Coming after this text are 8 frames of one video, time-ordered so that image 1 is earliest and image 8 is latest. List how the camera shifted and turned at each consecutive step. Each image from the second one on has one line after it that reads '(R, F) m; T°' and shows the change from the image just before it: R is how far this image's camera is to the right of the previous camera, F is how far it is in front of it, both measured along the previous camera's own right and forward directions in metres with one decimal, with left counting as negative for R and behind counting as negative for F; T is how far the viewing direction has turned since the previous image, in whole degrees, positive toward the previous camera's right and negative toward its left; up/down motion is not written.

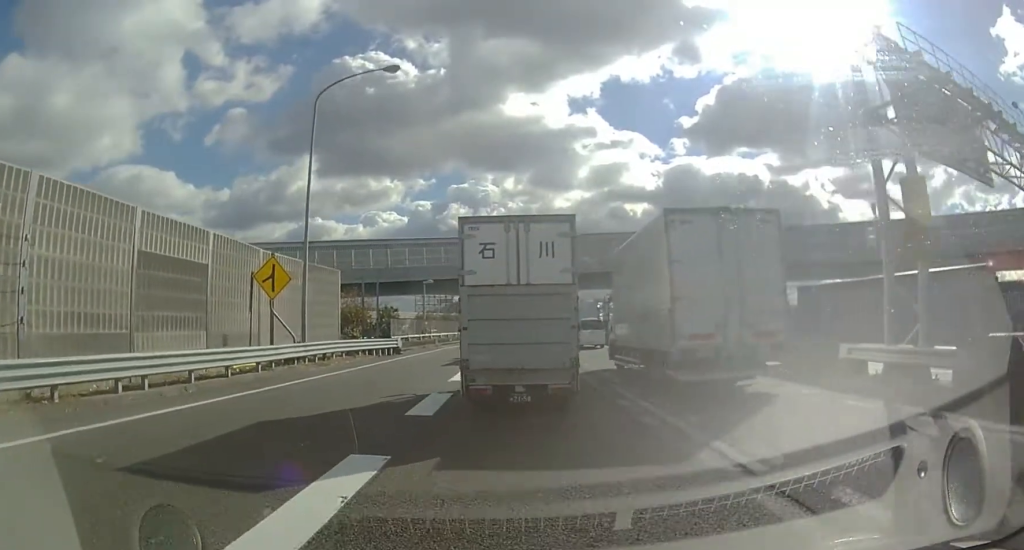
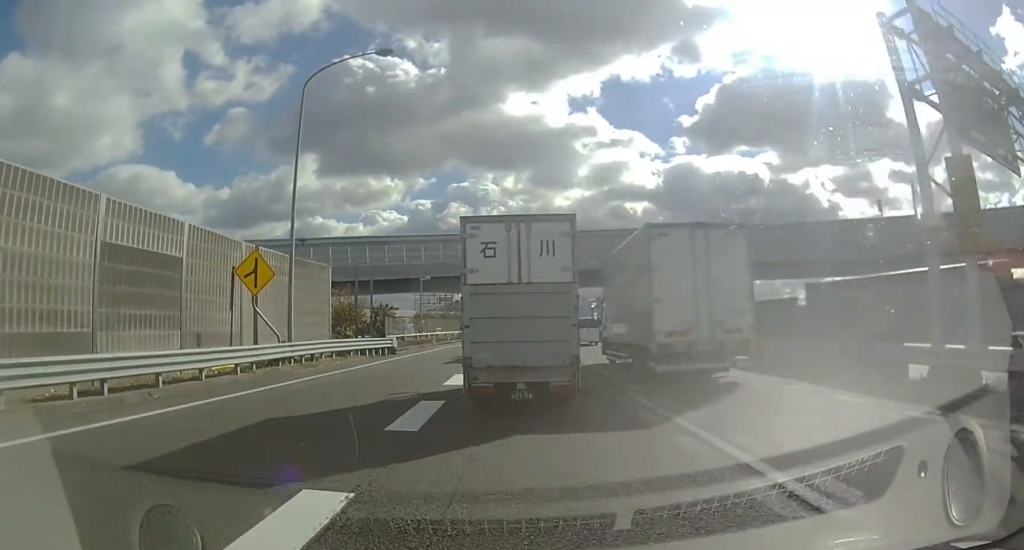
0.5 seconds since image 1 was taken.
(0.0, +1.1) m; +1°
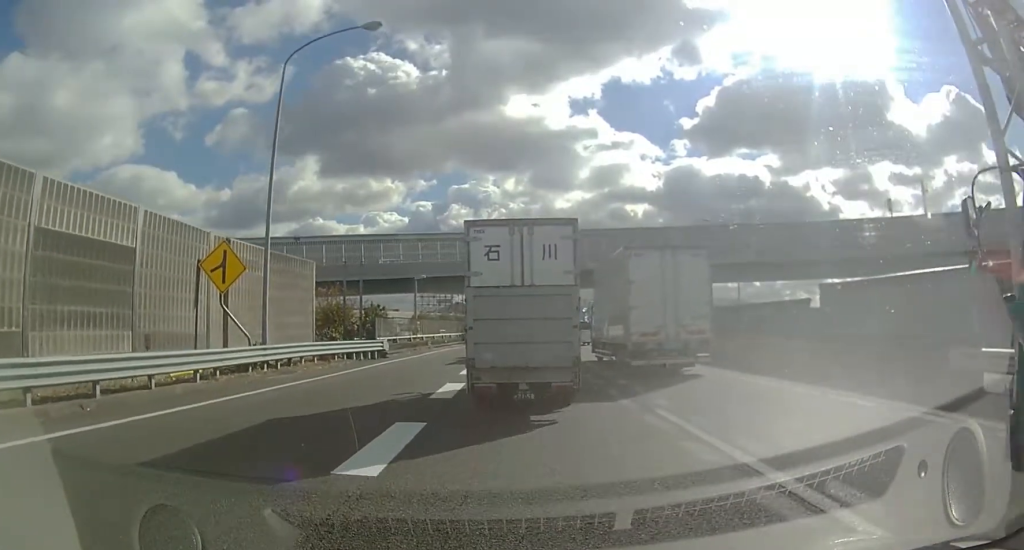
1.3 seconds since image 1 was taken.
(0.0, +1.8) m; +1°
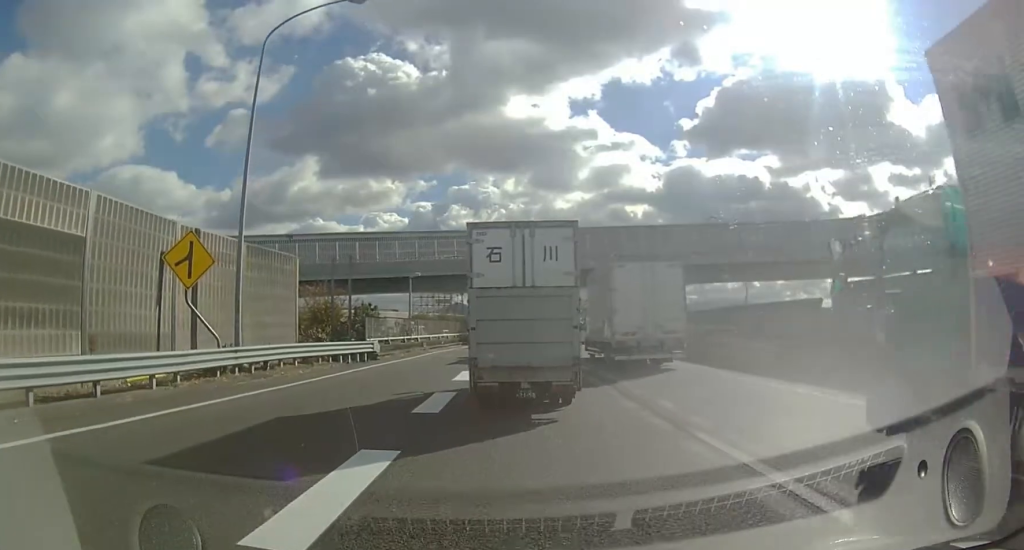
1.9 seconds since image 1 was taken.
(0.0, +1.6) m; +1°
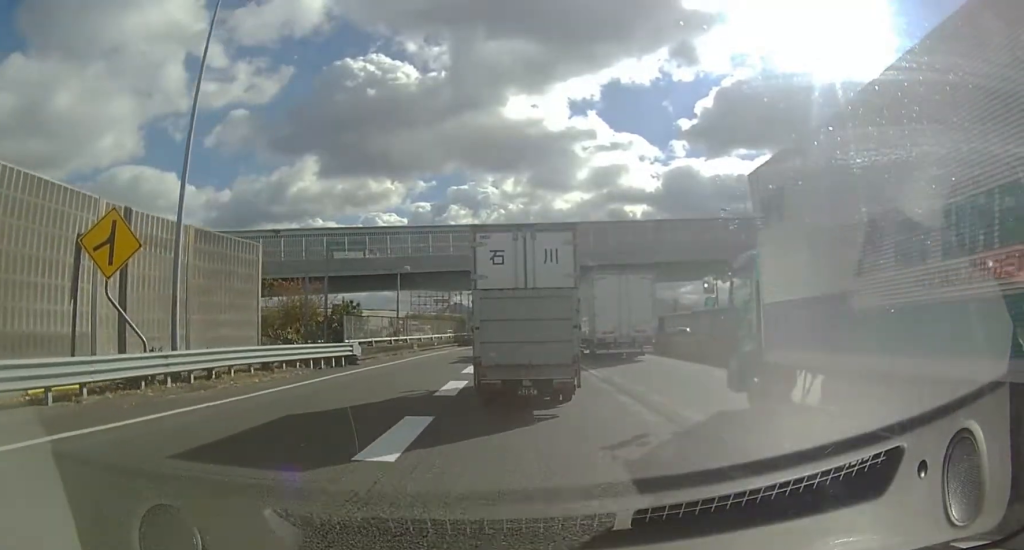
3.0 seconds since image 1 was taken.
(0.0, +3.3) m; 0°
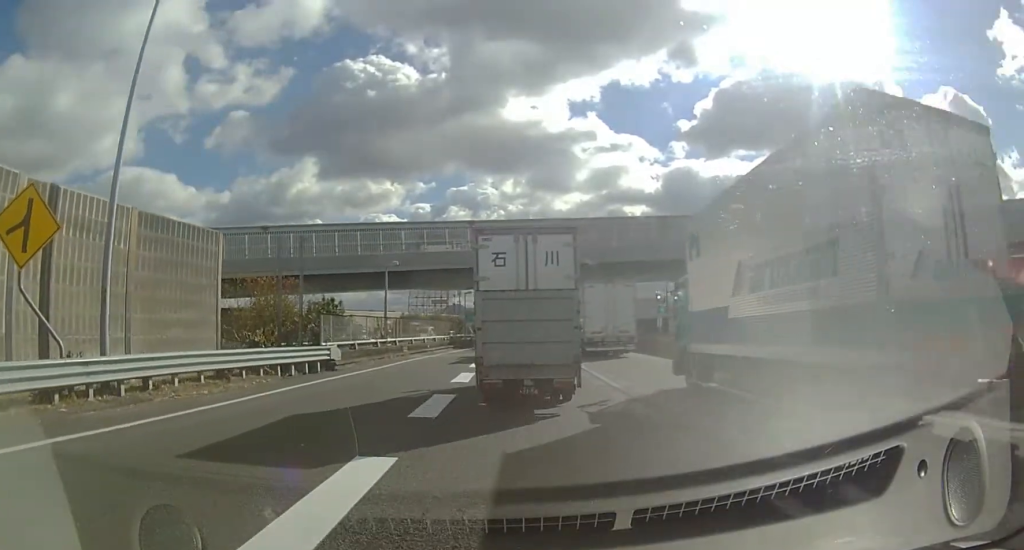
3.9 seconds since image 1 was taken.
(0.0, +2.8) m; -1°
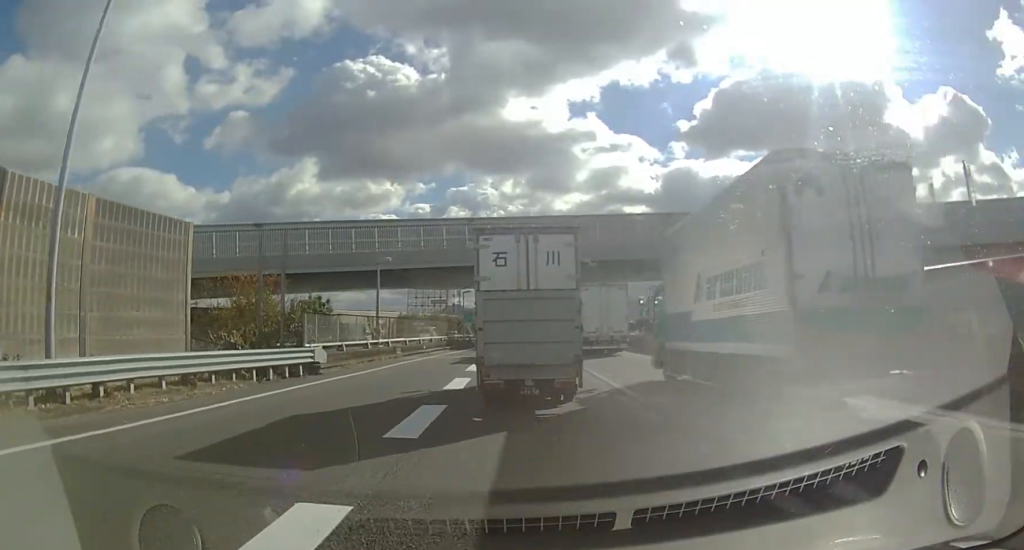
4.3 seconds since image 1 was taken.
(0.0, +1.6) m; 0°
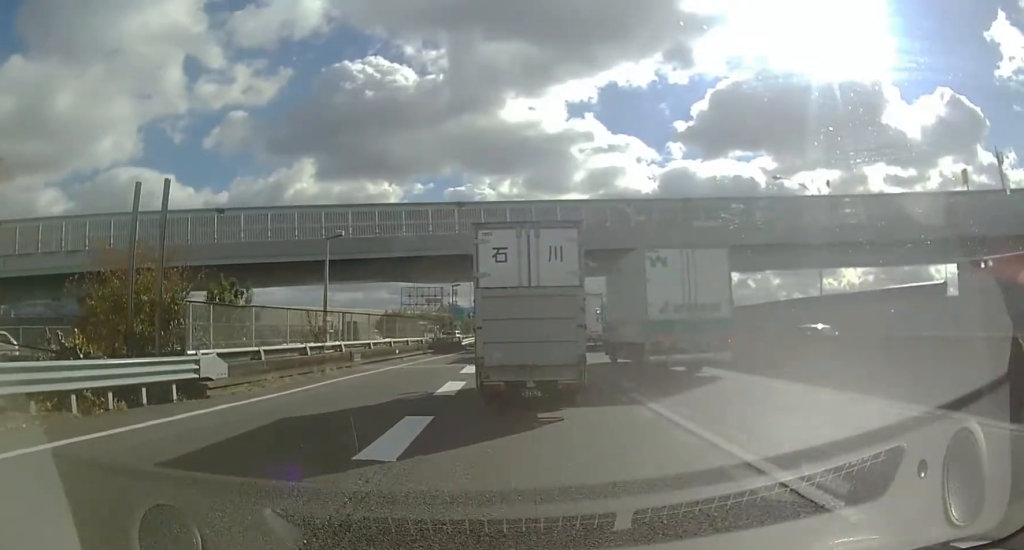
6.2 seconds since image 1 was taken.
(0.0, +6.8) m; +2°
